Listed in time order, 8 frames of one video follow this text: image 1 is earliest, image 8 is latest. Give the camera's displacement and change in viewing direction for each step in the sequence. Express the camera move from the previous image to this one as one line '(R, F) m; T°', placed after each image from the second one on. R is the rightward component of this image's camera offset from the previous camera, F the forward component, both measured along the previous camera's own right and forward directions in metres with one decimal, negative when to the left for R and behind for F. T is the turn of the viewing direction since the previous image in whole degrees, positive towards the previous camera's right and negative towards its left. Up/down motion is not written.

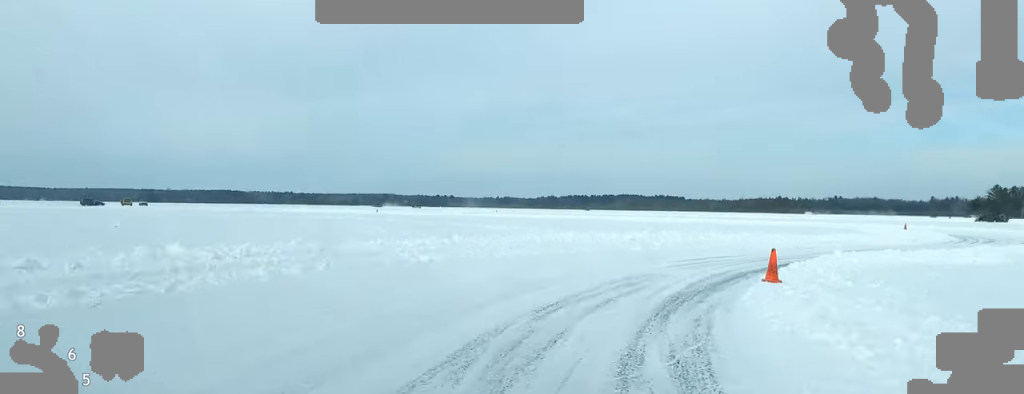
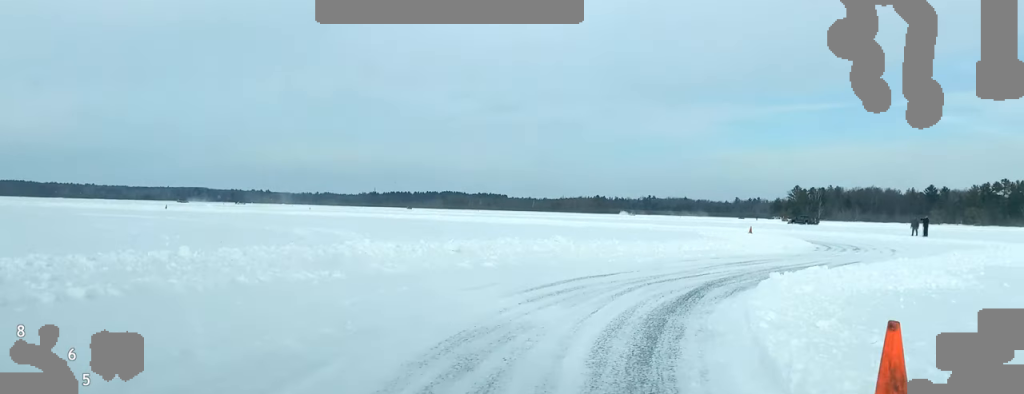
(+0.8, +9.9) m; +10°
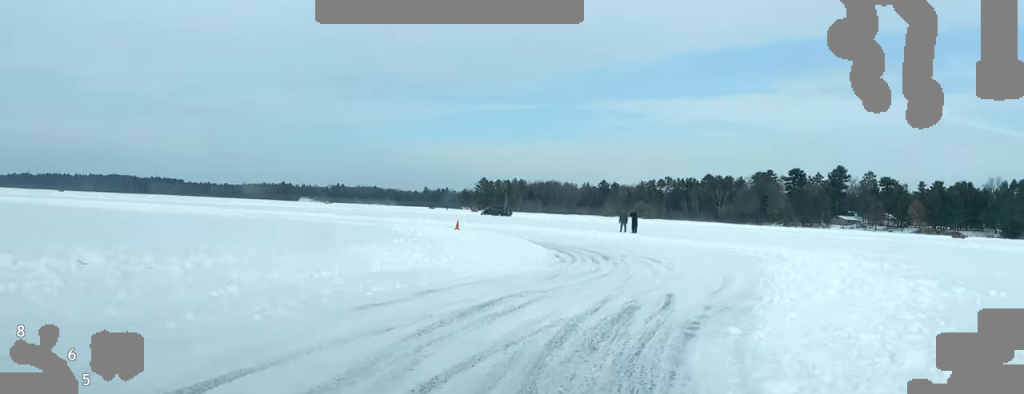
(+2.1, +15.0) m; +12°
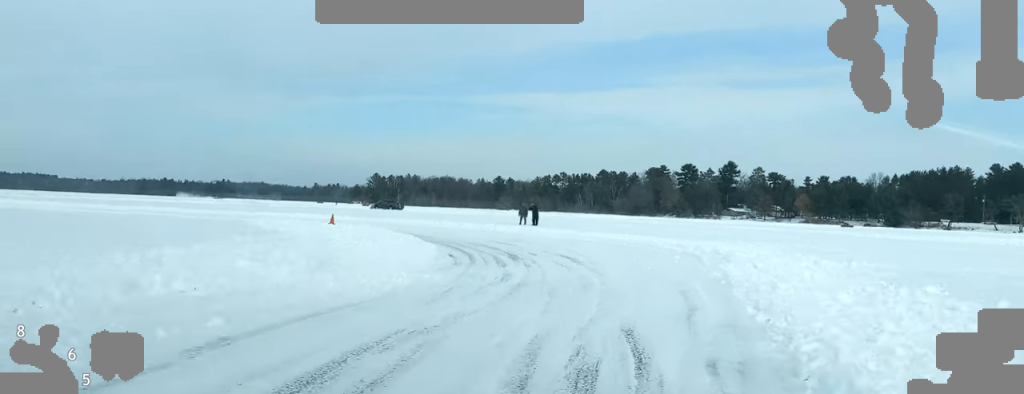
(+0.3, +6.4) m; +3°
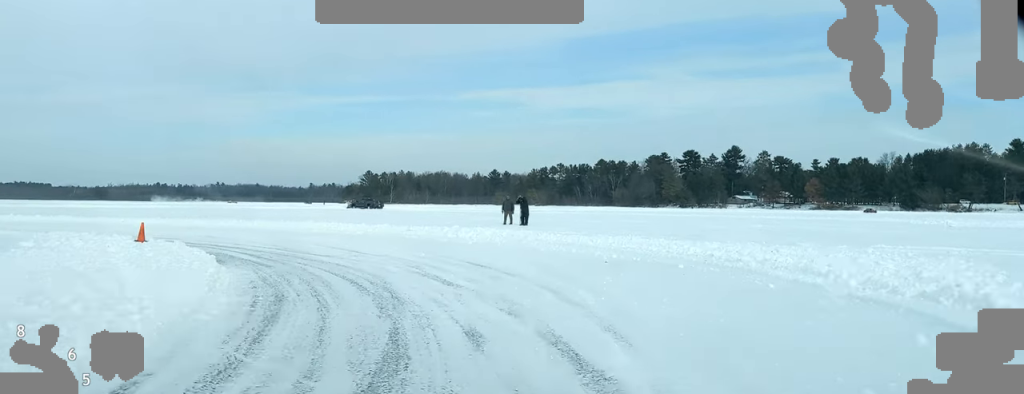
(-0.2, +18.3) m; -6°
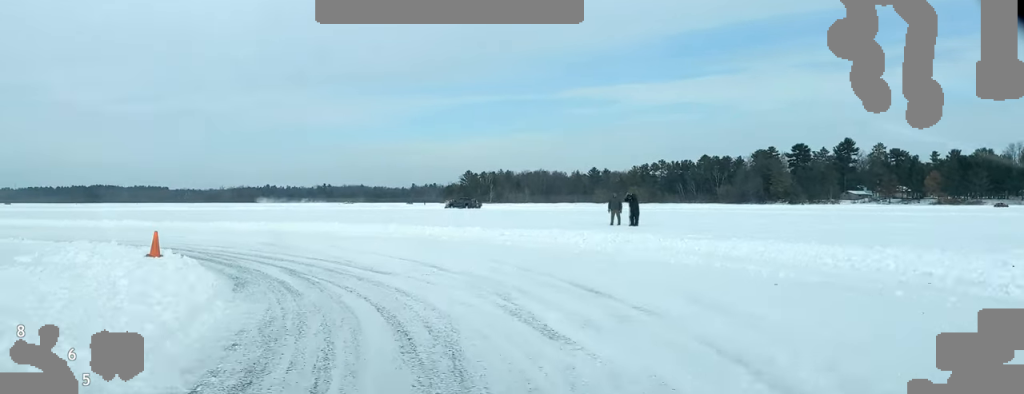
(+0.1, +5.8) m; -5°
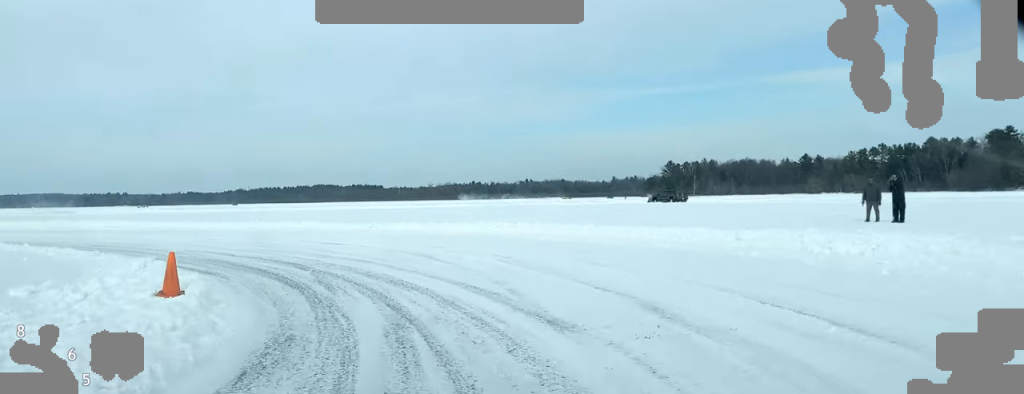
(-0.8, +8.4) m; -10°
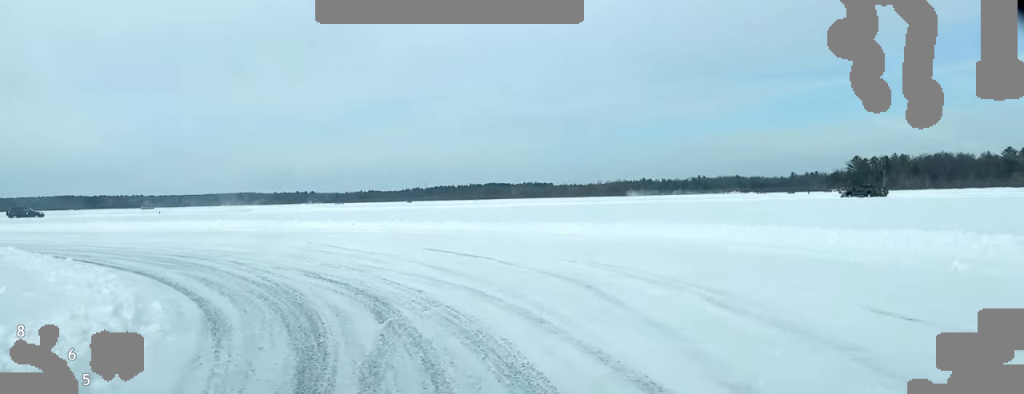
(-0.7, +7.5) m; -10°
